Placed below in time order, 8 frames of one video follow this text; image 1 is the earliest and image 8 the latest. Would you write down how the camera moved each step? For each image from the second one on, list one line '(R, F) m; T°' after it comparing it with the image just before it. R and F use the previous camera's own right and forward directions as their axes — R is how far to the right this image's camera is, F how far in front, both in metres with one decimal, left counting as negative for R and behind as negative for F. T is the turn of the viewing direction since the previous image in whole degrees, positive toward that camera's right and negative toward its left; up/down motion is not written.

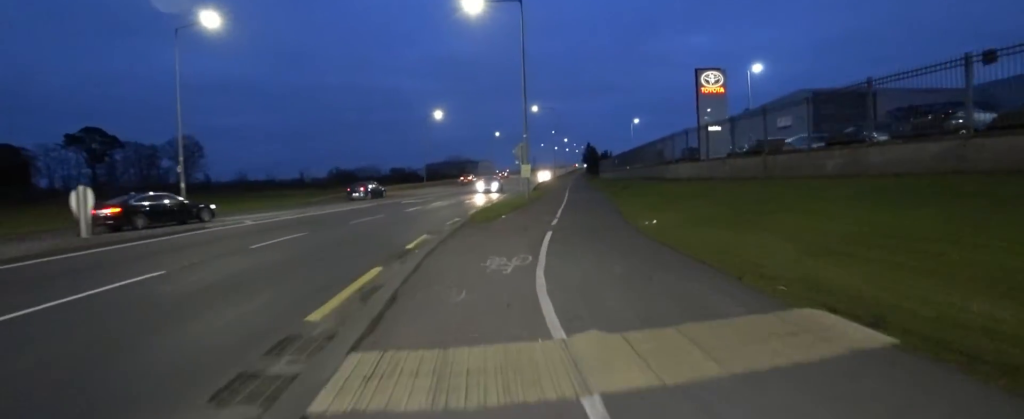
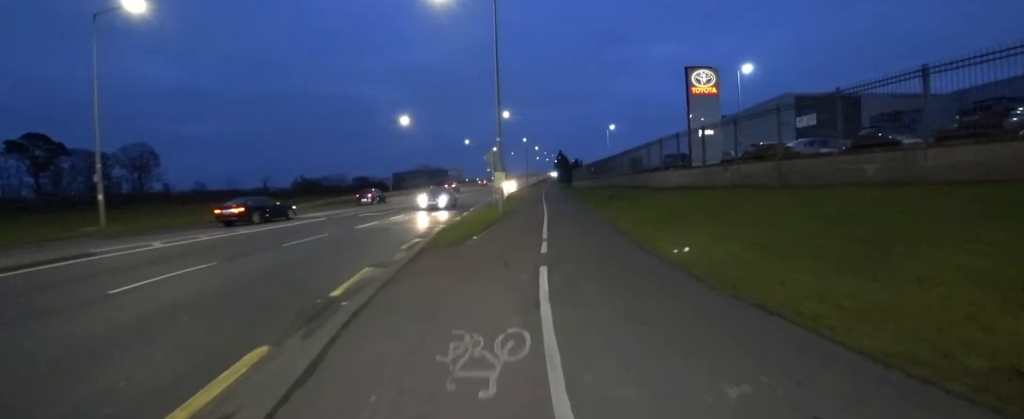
(0.0, +2.9) m; +1°
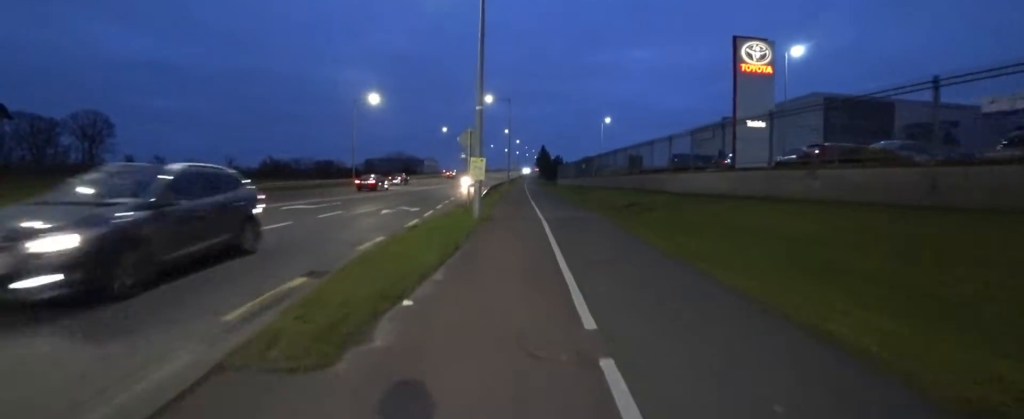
(+0.5, +6.7) m; +7°
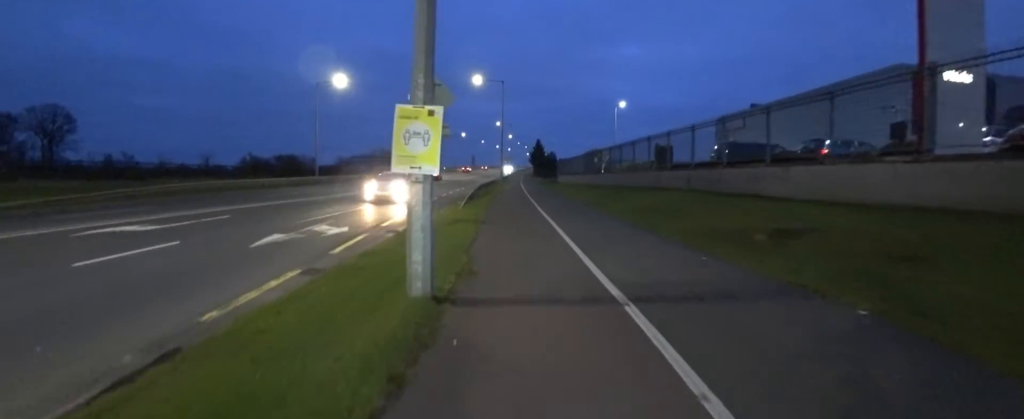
(+0.2, +9.1) m; +1°
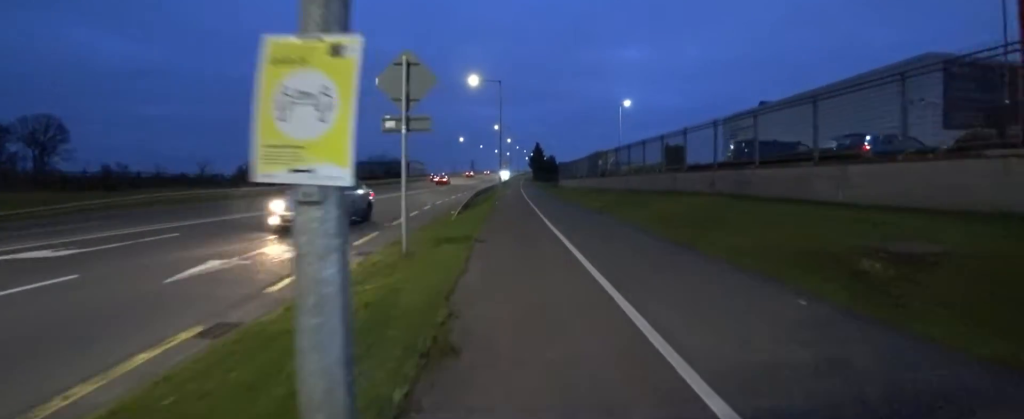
(0.0, +2.2) m; 0°
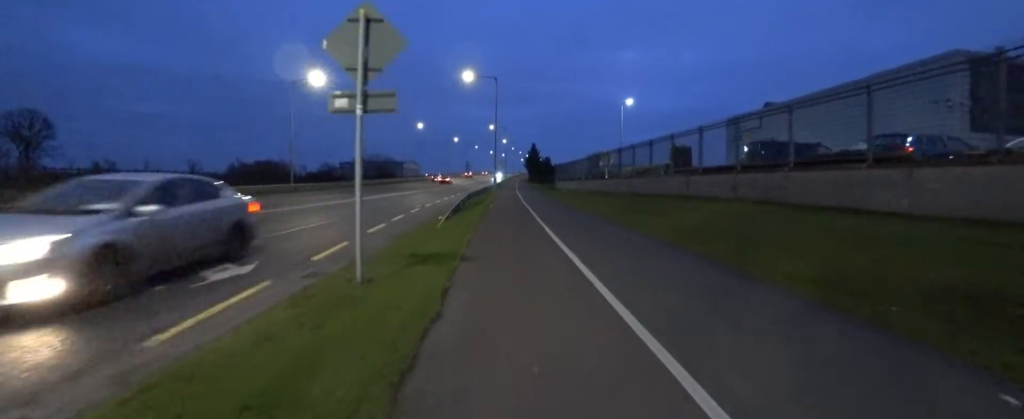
(0.0, +2.0) m; 0°
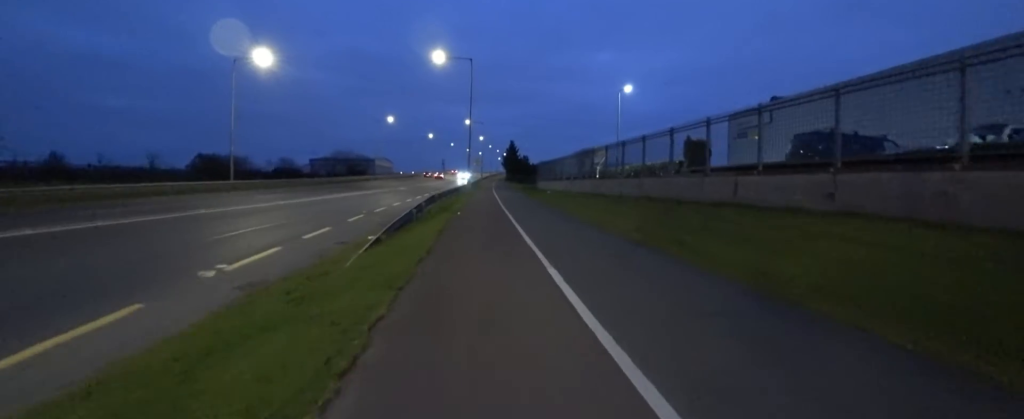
(0.0, +5.6) m; 0°
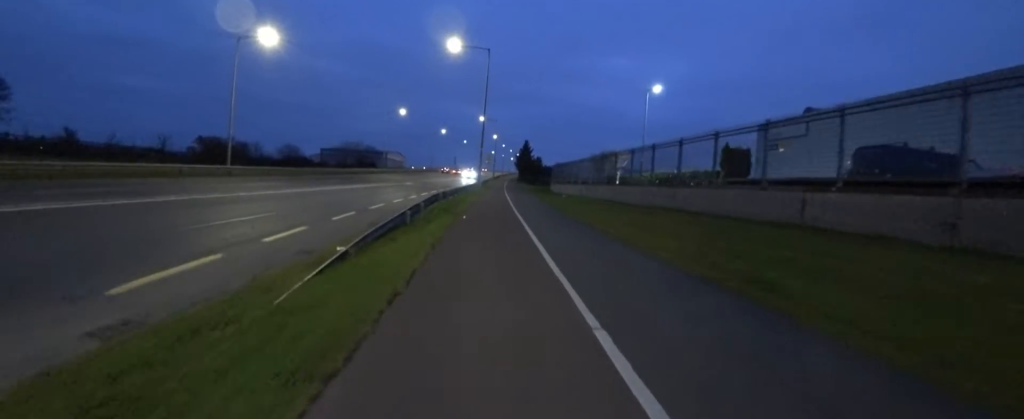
(0.0, +2.4) m; 0°
